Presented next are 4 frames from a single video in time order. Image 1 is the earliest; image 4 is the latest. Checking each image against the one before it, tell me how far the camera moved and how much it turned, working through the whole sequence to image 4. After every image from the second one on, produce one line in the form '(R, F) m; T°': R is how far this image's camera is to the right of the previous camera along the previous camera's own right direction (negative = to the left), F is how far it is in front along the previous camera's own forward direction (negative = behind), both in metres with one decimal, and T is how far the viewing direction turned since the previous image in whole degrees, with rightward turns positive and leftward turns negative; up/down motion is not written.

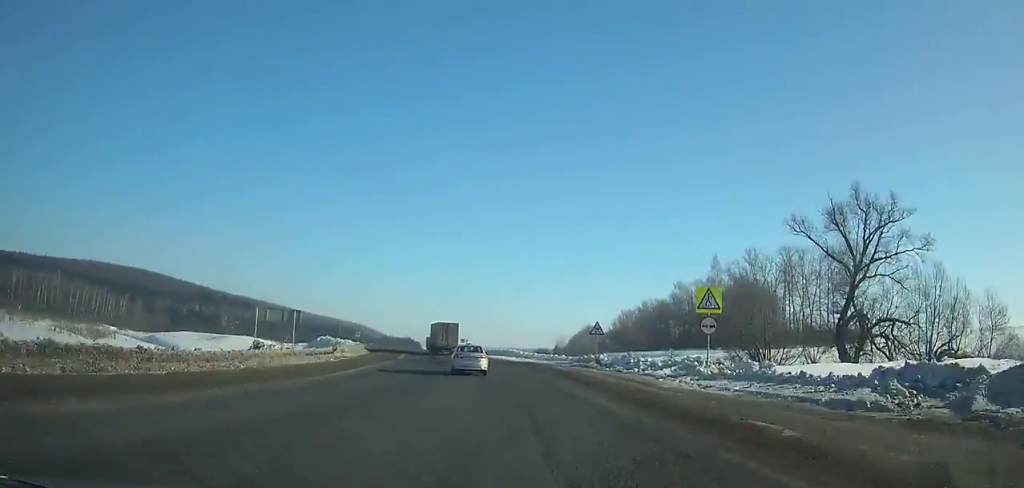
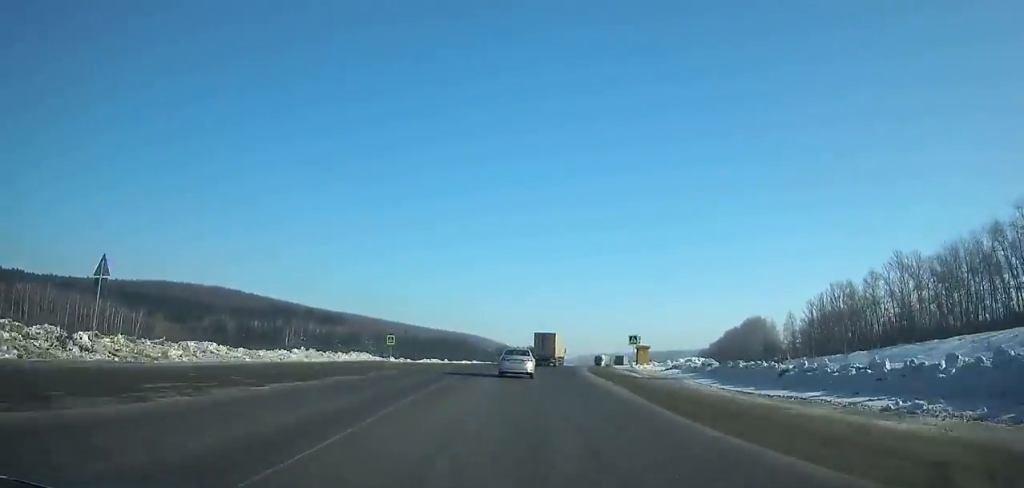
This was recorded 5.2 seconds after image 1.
(-10.1, +97.2) m; -5°
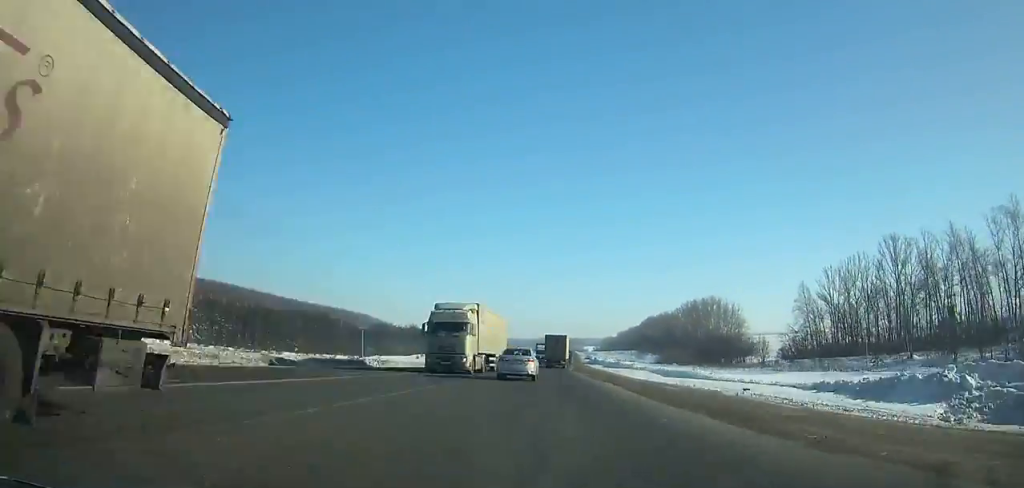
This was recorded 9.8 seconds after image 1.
(+5.3, +89.6) m; +9°
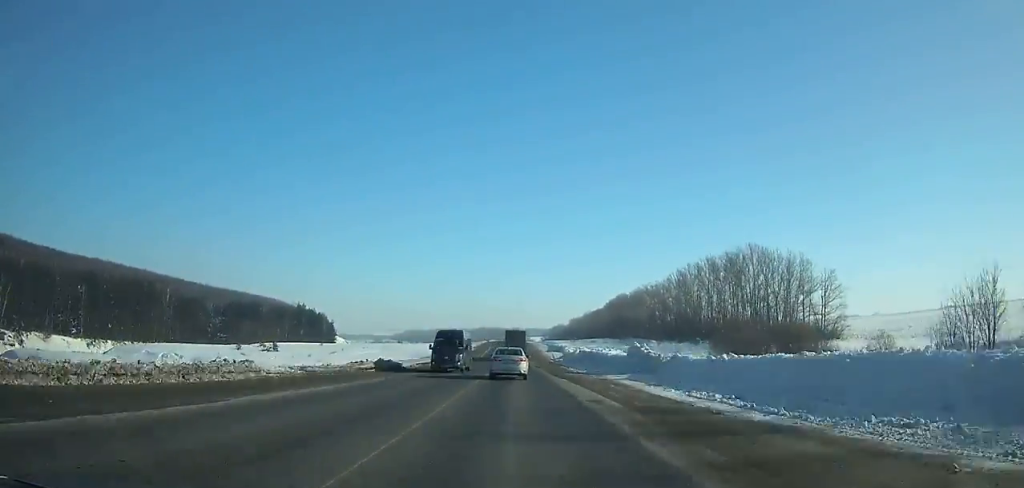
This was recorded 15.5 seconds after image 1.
(+7.0, +113.5) m; +4°
